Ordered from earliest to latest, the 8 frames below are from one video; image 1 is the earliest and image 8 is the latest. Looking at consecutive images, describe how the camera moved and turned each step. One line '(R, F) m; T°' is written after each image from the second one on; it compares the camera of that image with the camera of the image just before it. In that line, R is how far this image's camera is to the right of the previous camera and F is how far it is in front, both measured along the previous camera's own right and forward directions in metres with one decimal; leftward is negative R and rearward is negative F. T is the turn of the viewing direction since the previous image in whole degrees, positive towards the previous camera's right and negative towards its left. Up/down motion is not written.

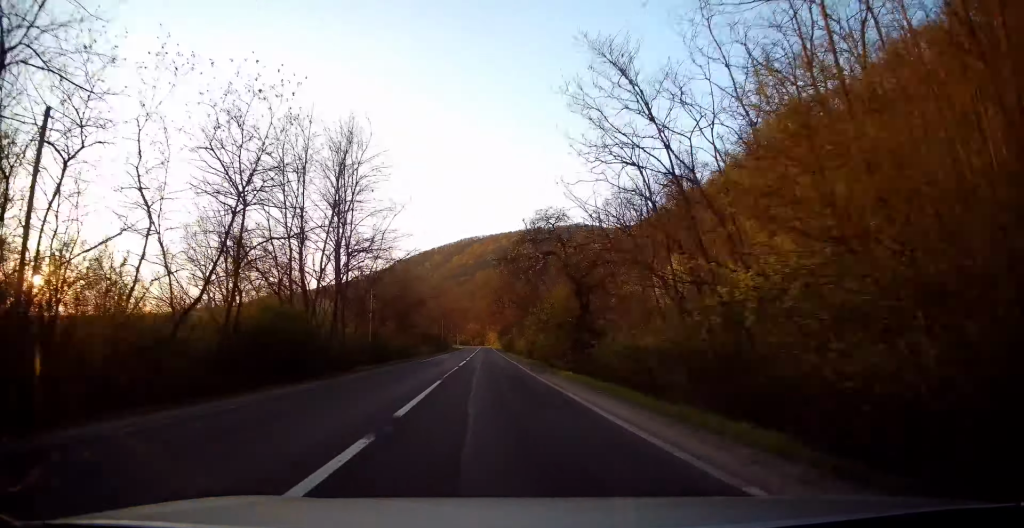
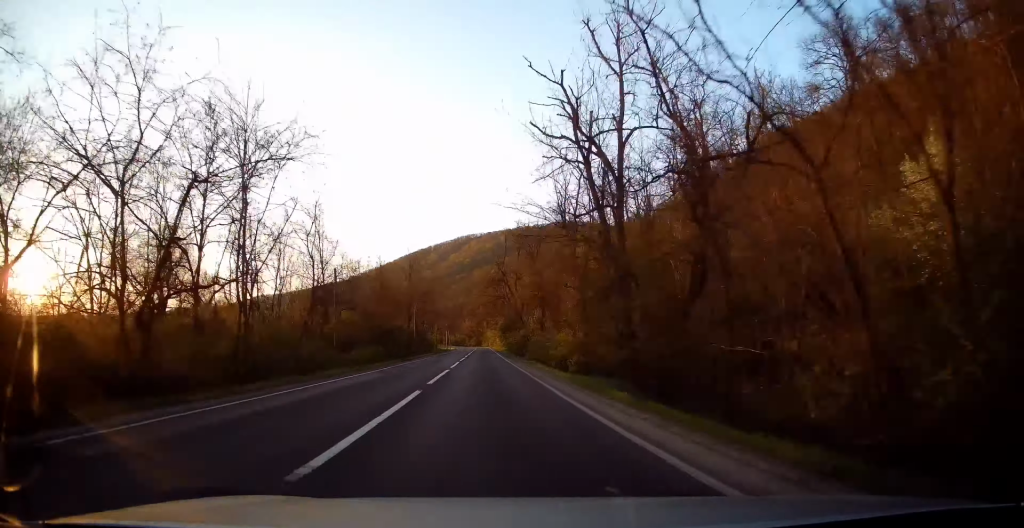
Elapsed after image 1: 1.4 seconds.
(+0.6, +39.6) m; 0°
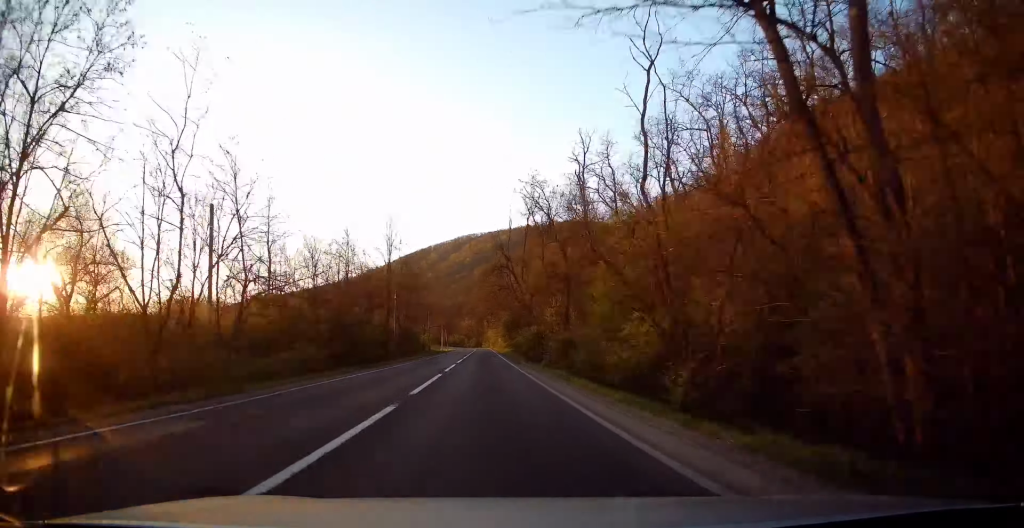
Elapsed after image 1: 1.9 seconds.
(-0.1, +15.4) m; 0°
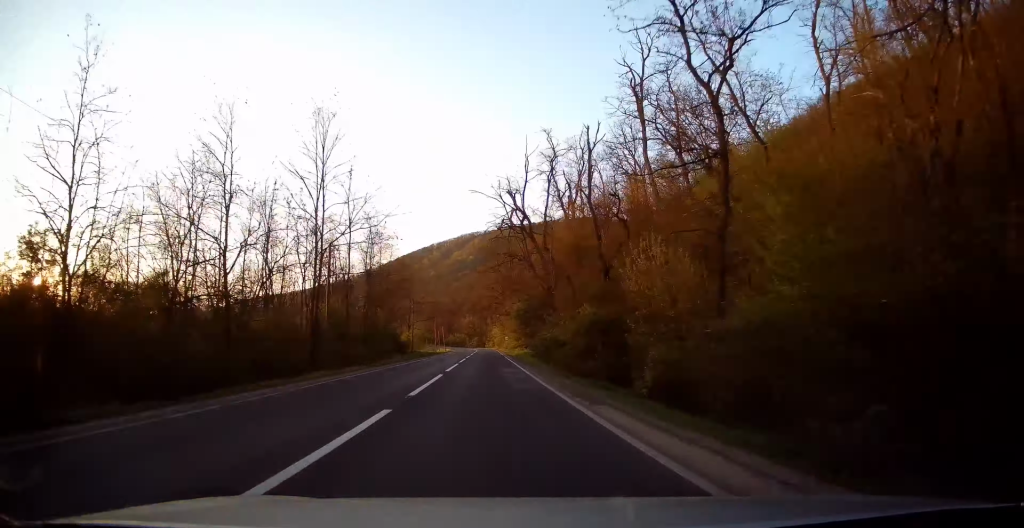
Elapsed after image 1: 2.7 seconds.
(-0.1, +24.1) m; 0°
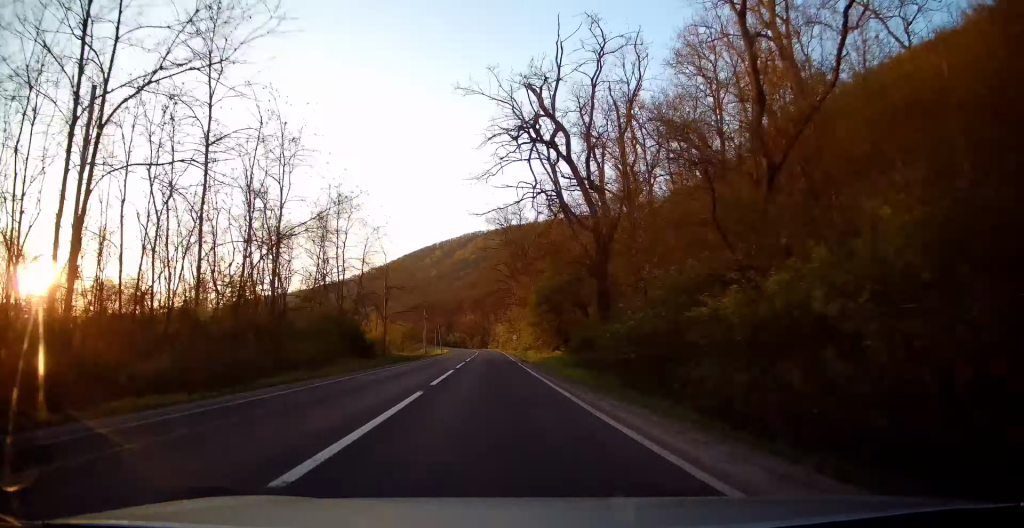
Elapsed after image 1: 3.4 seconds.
(0.0, +20.2) m; 0°
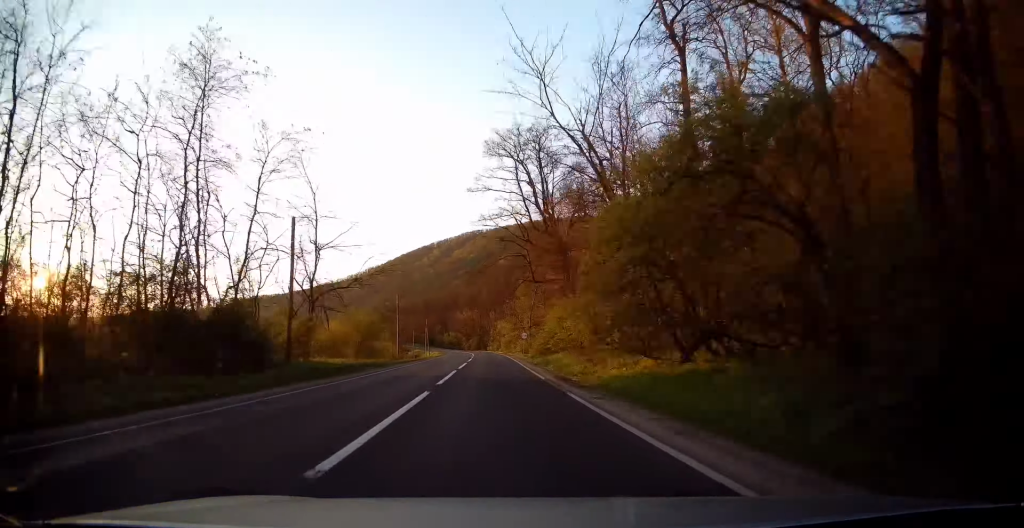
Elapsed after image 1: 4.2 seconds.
(0.0, +23.0) m; 0°
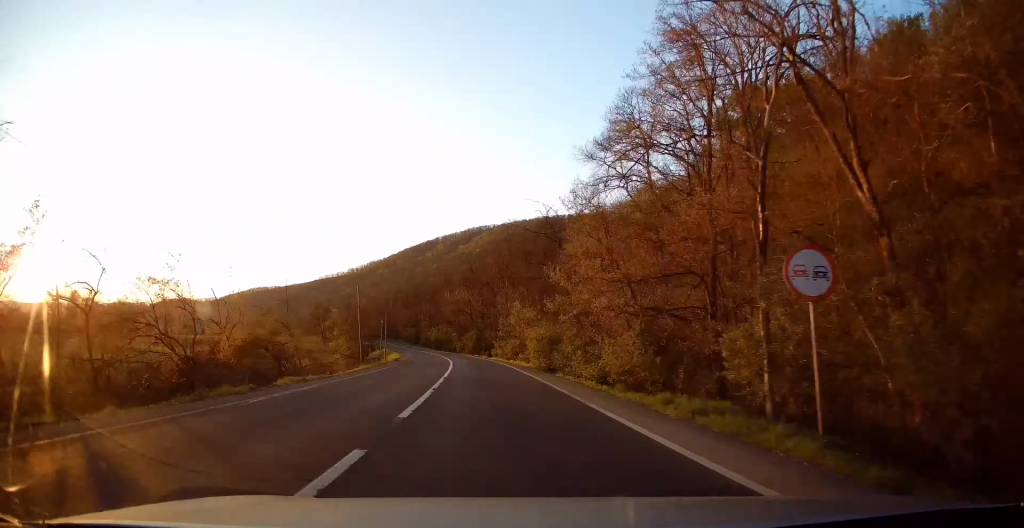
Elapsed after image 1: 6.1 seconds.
(+0.1, +54.4) m; 0°
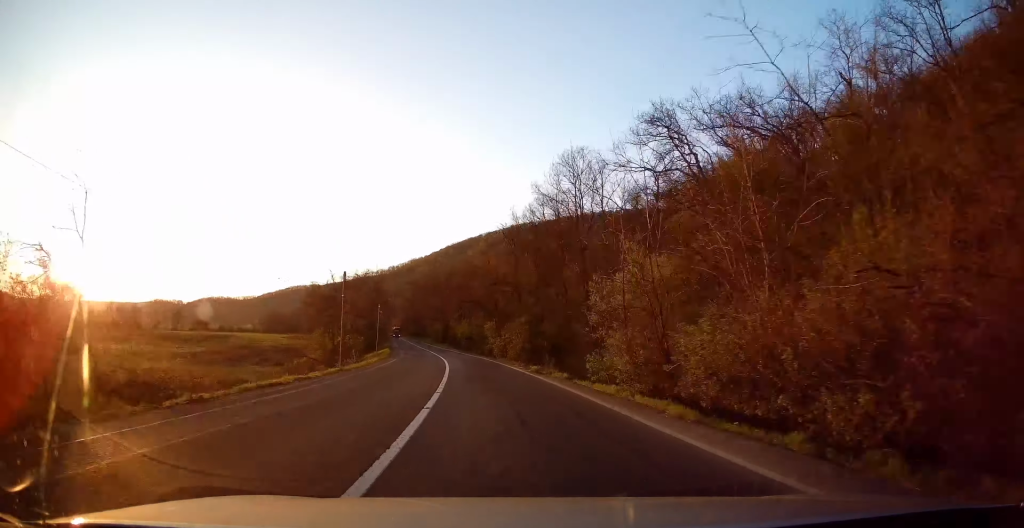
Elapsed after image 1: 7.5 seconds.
(-0.8, +39.2) m; -4°
